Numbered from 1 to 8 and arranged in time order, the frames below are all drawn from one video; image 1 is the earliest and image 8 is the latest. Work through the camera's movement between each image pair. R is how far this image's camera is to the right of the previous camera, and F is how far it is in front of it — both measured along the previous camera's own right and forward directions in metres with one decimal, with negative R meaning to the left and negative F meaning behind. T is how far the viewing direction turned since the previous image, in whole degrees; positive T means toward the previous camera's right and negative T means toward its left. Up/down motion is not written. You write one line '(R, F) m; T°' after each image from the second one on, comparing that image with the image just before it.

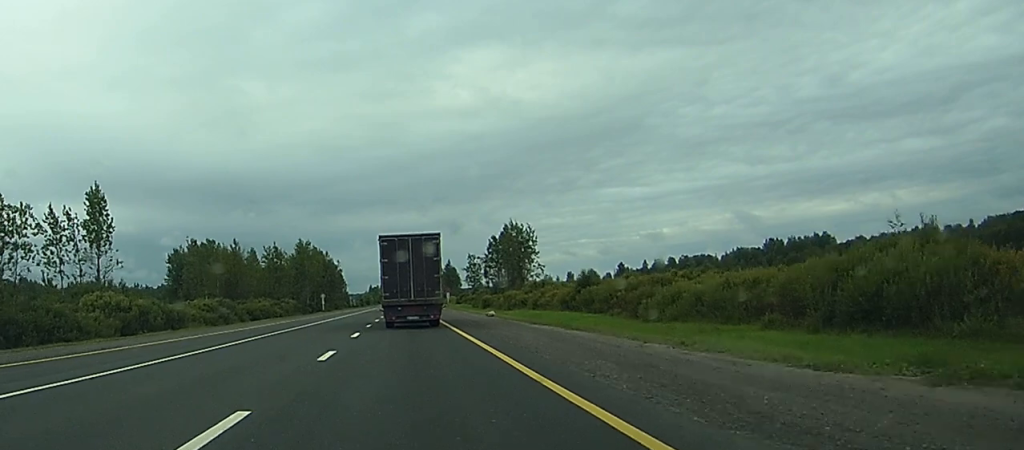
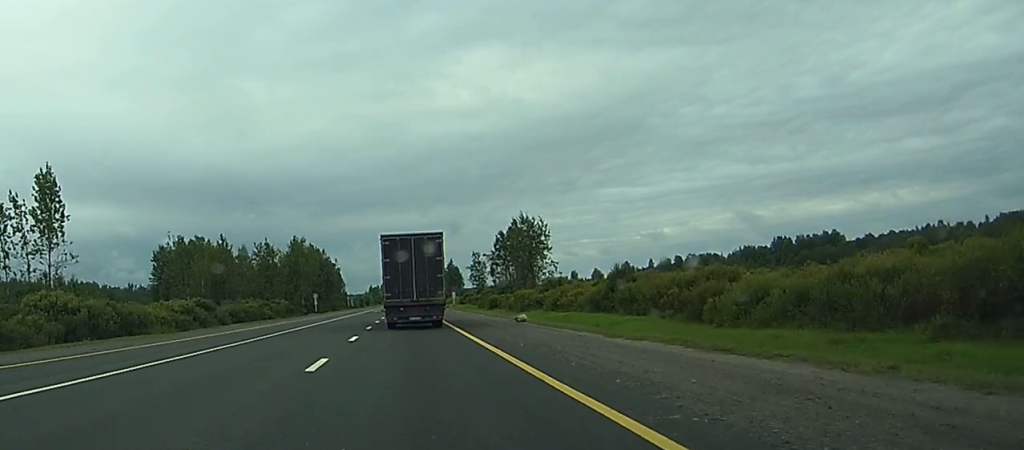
(0.0, +14.7) m; 0°
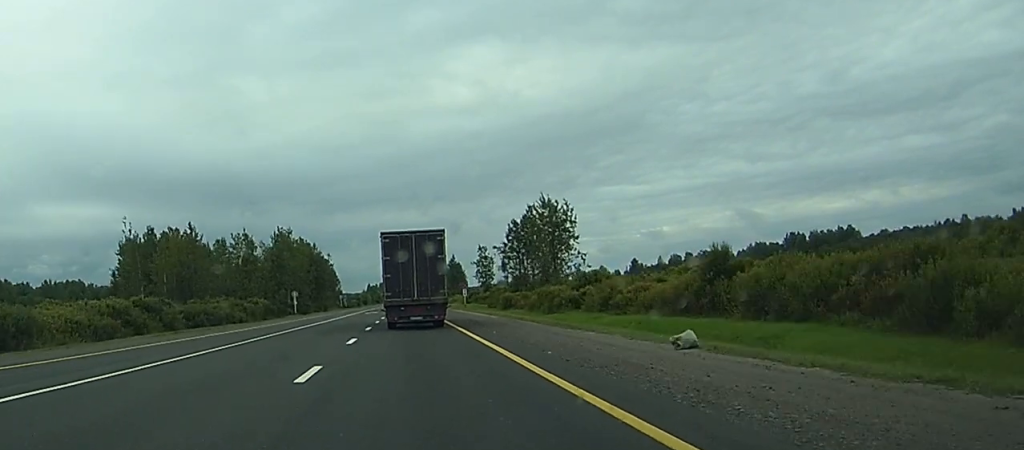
(0.0, +26.4) m; 0°
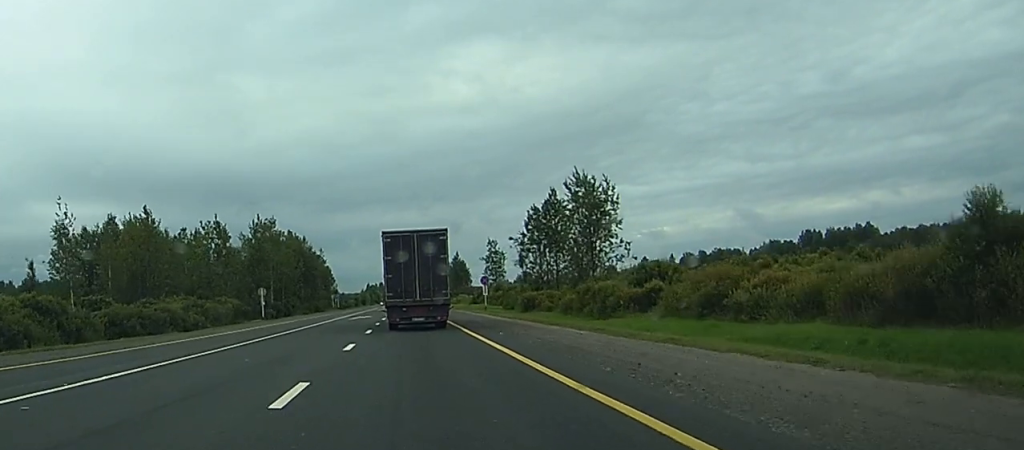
(0.0, +27.8) m; 0°
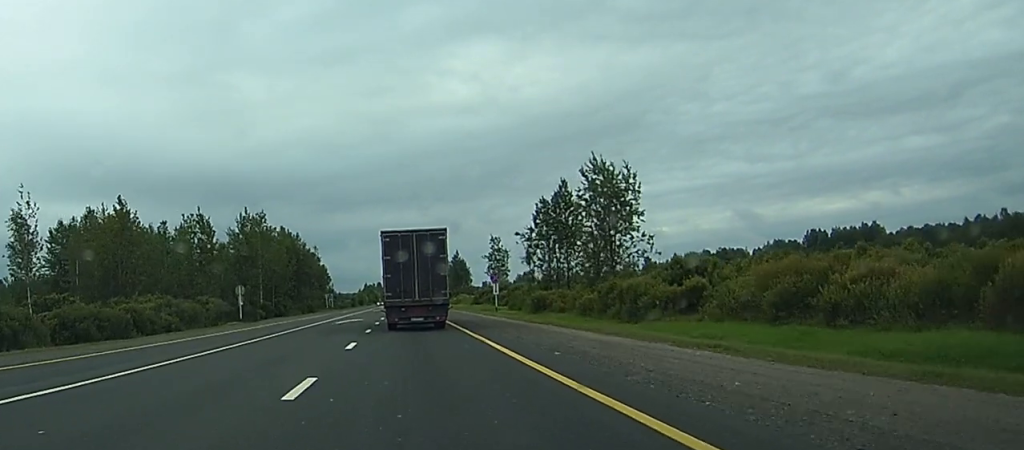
(0.0, +11.5) m; 0°
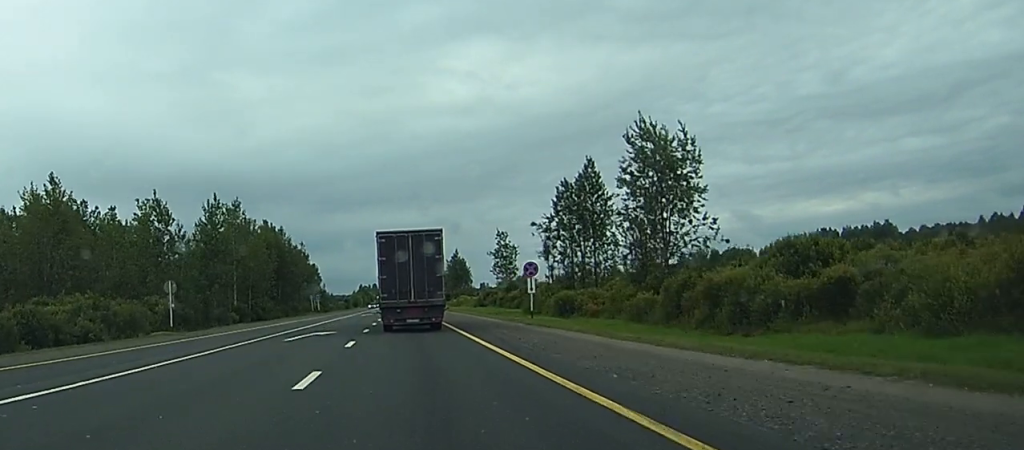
(0.0, +22.7) m; 0°
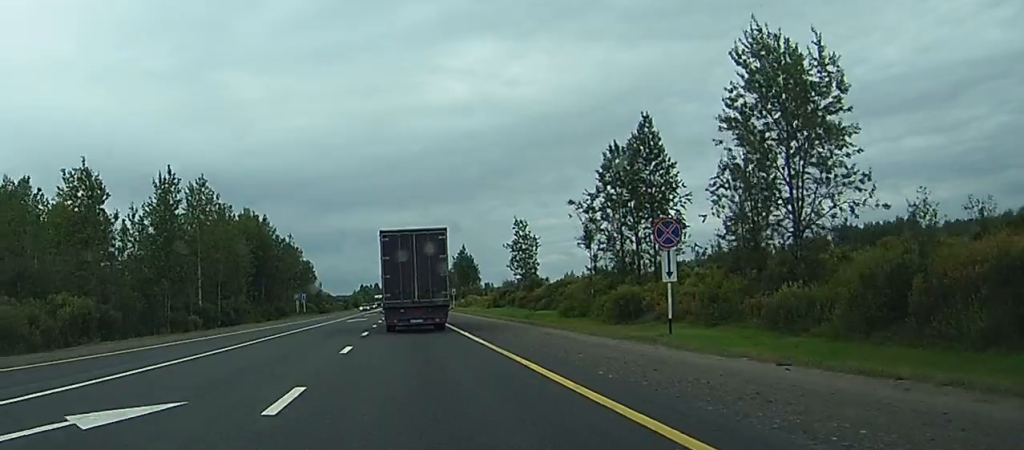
(+0.1, +27.0) m; 0°
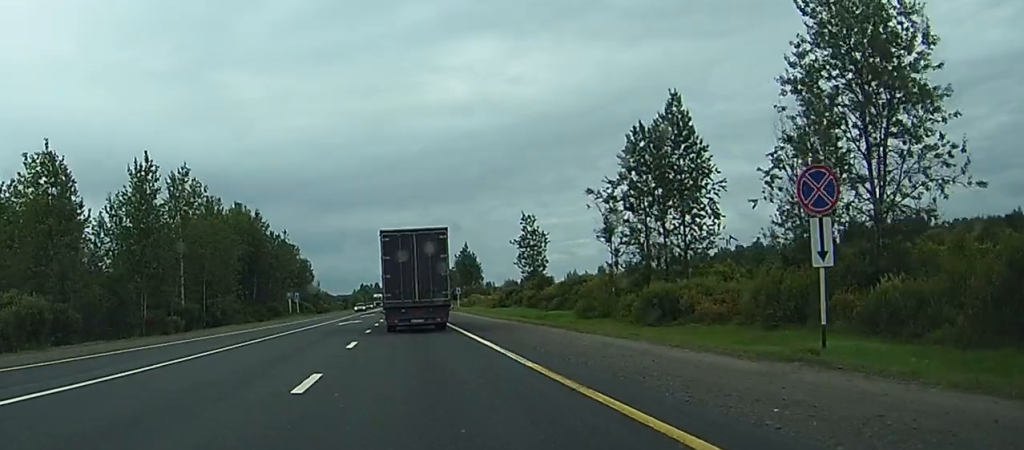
(0.0, +9.8) m; 0°
